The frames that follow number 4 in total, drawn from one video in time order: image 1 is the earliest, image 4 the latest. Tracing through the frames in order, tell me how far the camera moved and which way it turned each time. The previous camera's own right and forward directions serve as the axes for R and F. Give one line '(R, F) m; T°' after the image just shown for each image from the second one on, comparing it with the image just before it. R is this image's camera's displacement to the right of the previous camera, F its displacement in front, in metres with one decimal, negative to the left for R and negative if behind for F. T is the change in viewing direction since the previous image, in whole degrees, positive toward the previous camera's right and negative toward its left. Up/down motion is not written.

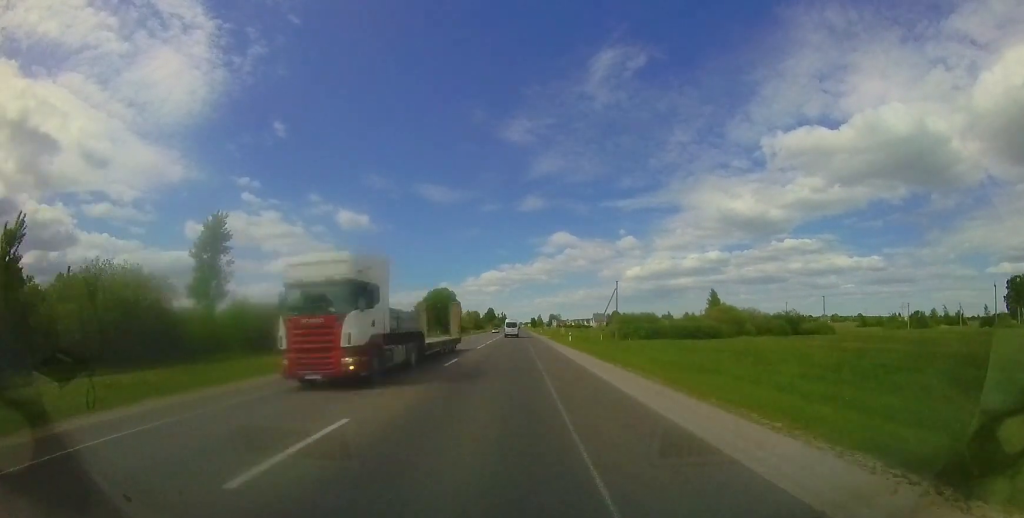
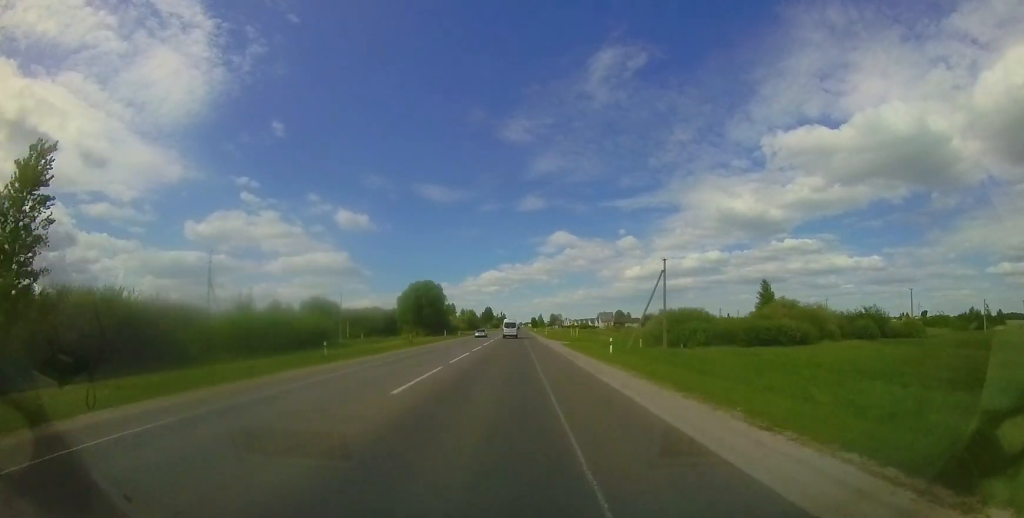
(-0.1, +18.6) m; 0°
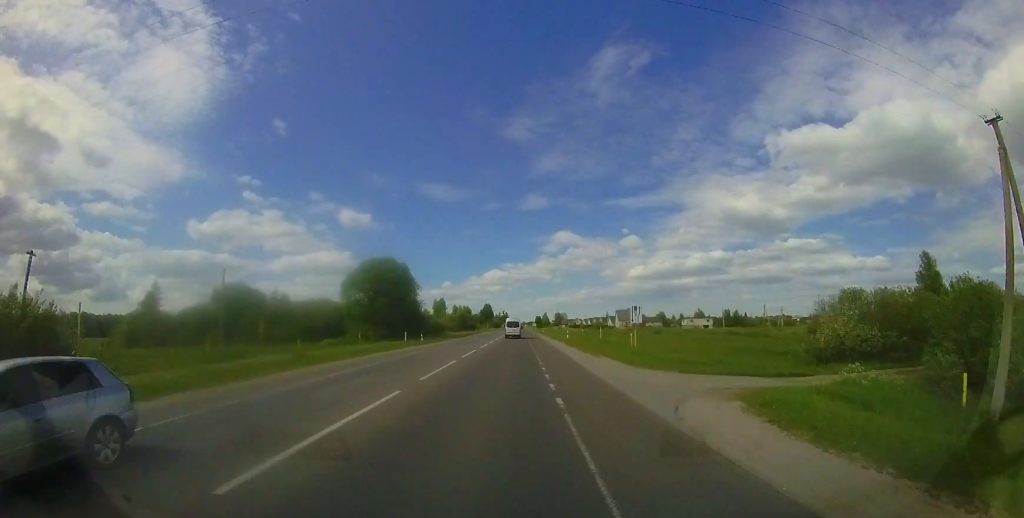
(-0.2, +29.9) m; 0°
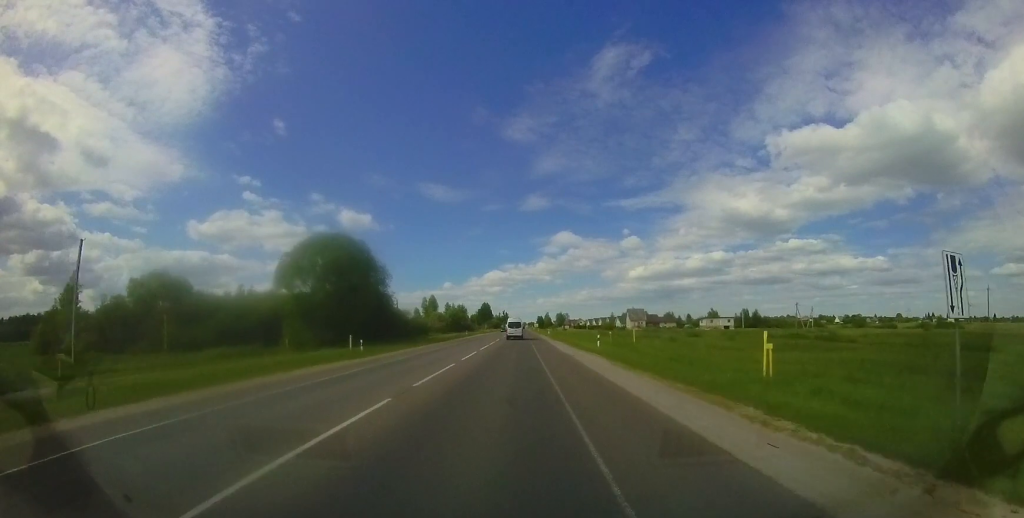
(0.0, +17.7) m; +1°
